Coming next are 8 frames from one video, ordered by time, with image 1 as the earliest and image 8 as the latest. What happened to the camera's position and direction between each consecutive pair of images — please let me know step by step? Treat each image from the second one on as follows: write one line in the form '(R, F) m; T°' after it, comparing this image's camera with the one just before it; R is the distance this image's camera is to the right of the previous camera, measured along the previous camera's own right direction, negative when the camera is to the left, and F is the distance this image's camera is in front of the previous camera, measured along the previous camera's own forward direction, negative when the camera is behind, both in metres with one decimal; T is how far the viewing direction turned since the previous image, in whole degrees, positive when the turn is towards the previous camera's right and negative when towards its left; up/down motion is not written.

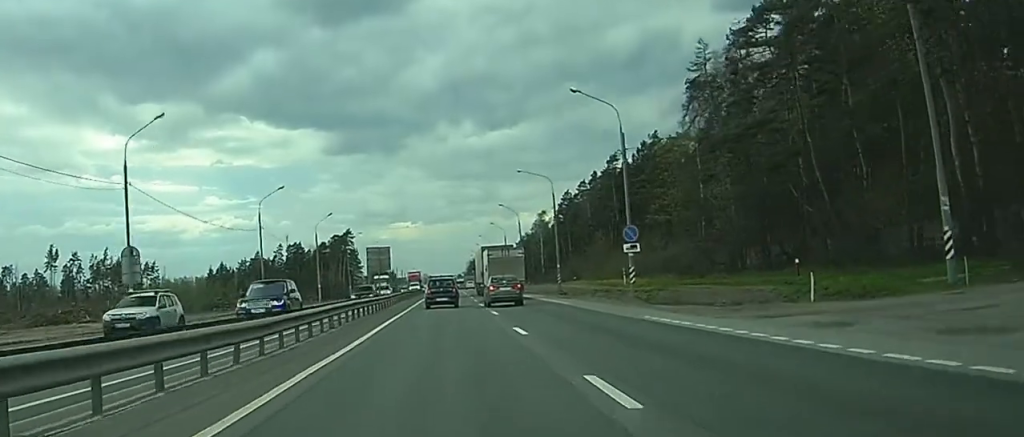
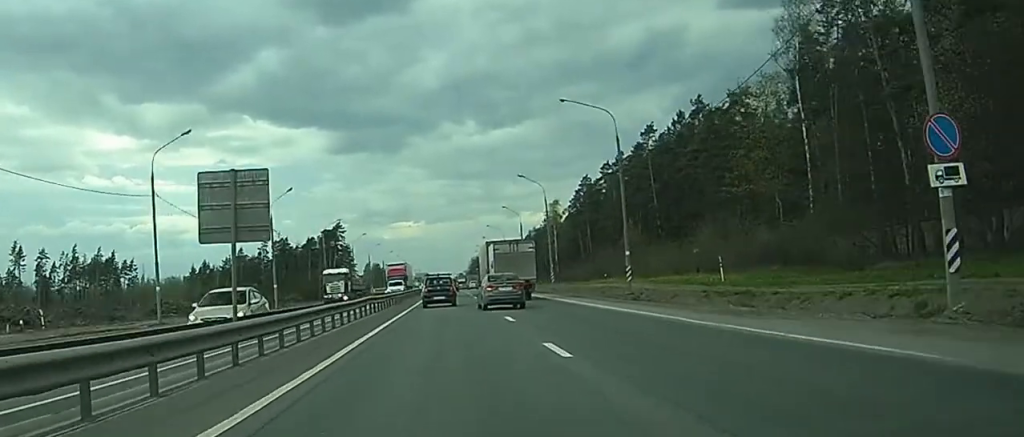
(-0.3, +30.7) m; -1°
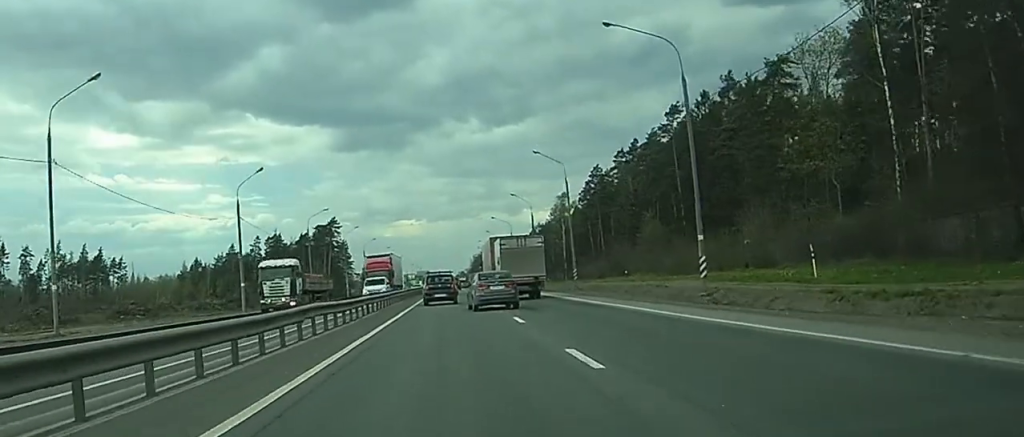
(+0.1, +14.7) m; 0°
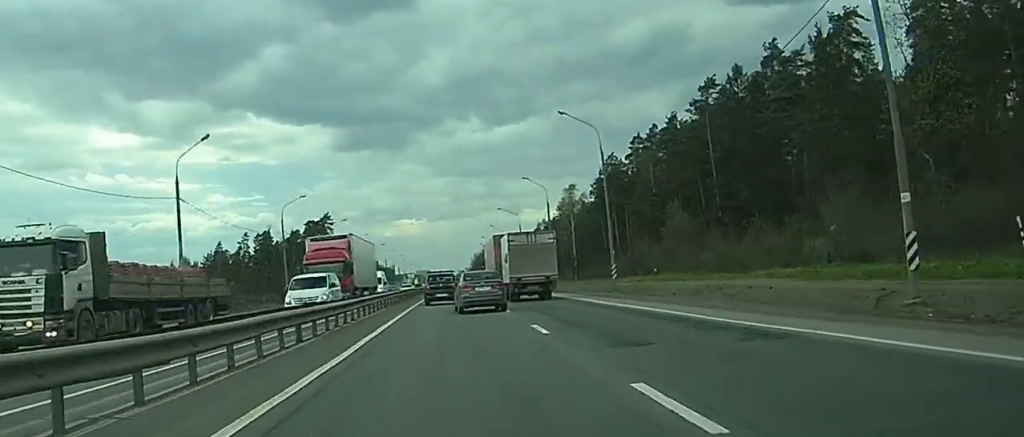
(0.0, +17.2) m; 0°
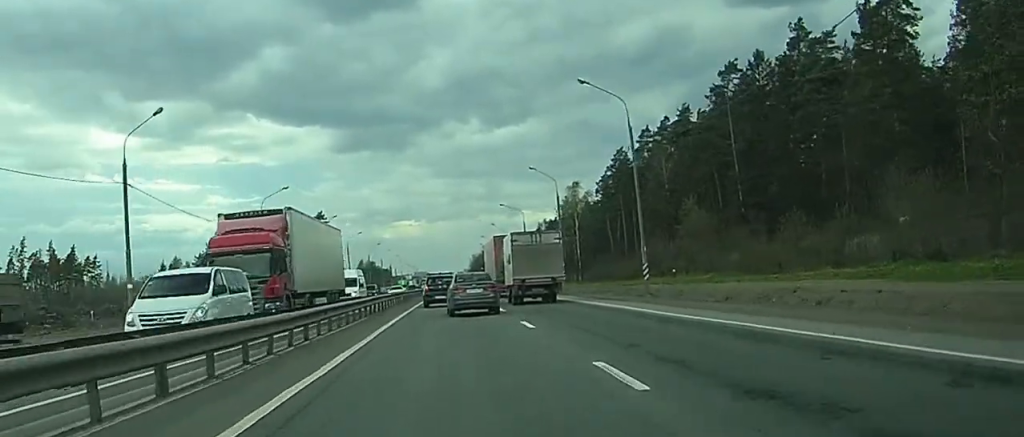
(0.0, +9.5) m; 0°
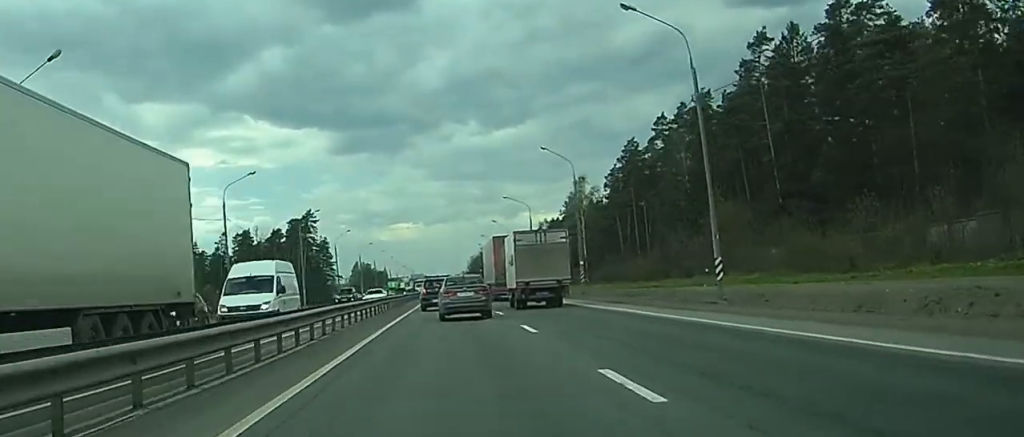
(0.0, +13.1) m; 0°
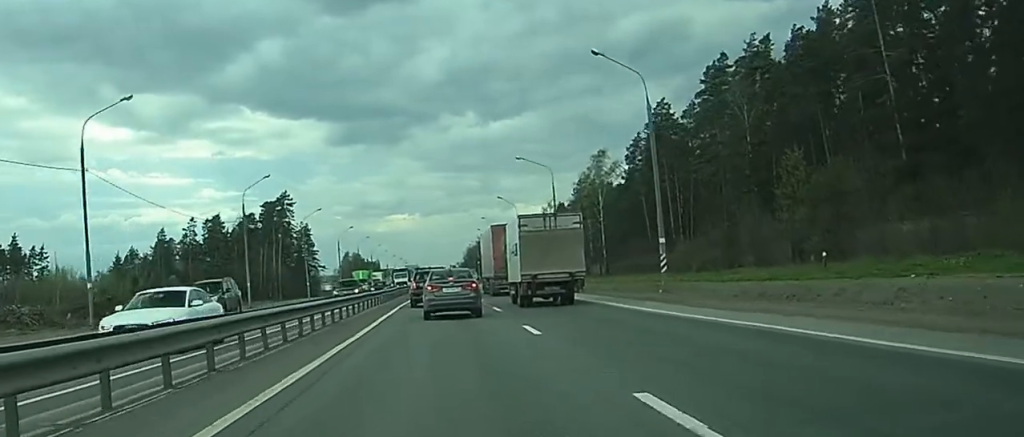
(0.0, +26.9) m; 0°
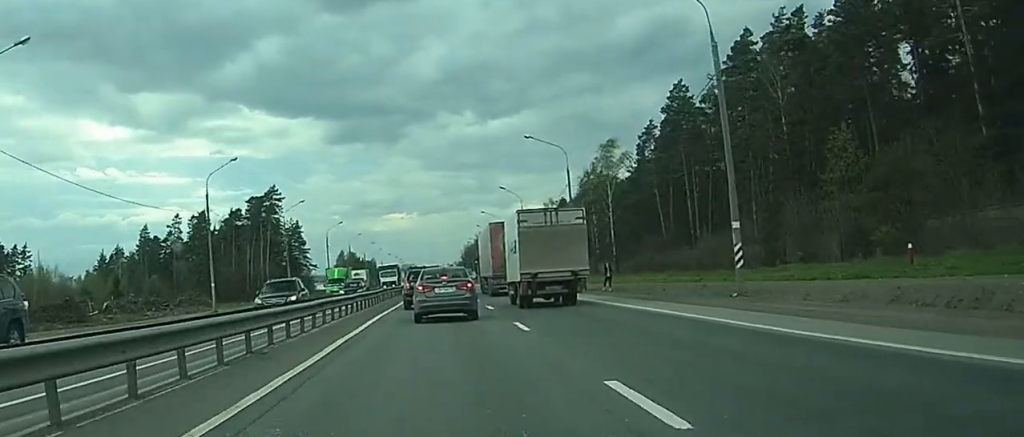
(0.0, +11.2) m; 0°
